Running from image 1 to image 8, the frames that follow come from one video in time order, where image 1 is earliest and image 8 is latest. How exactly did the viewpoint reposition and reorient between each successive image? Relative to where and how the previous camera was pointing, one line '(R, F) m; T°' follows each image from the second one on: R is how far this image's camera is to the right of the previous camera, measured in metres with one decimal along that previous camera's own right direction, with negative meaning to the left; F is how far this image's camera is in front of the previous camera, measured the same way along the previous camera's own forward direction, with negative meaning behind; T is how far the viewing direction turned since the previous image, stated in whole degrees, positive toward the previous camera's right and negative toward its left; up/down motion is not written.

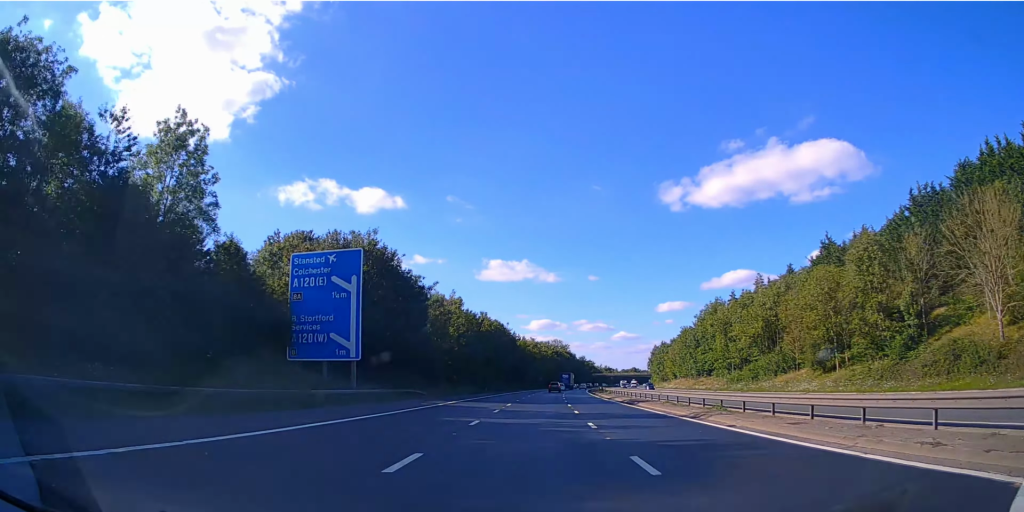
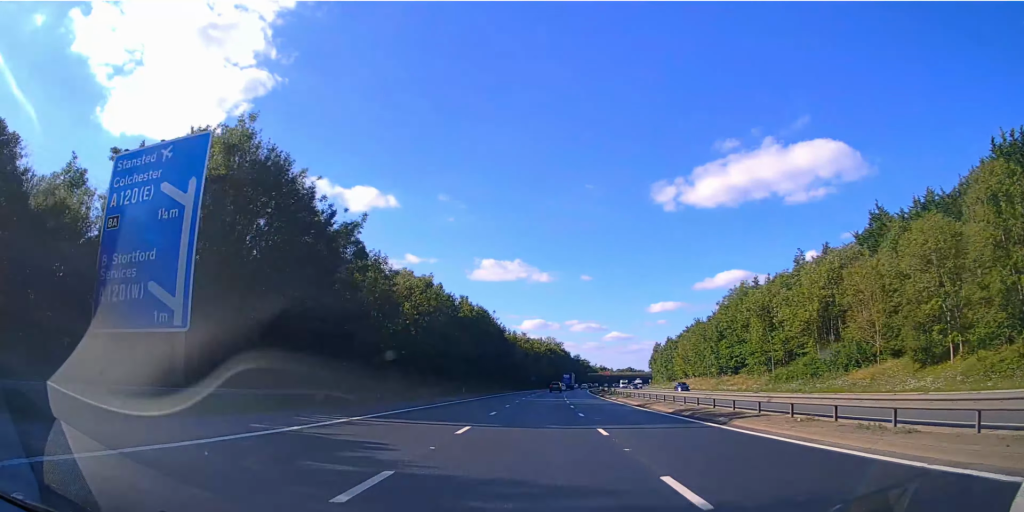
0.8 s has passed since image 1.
(+0.1, +17.0) m; +1°
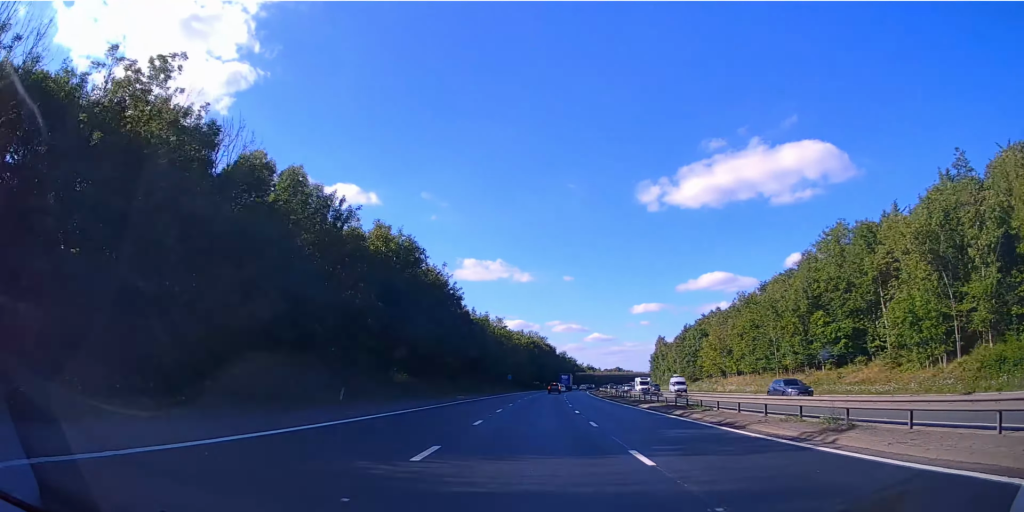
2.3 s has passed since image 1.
(+0.4, +37.5) m; +1°
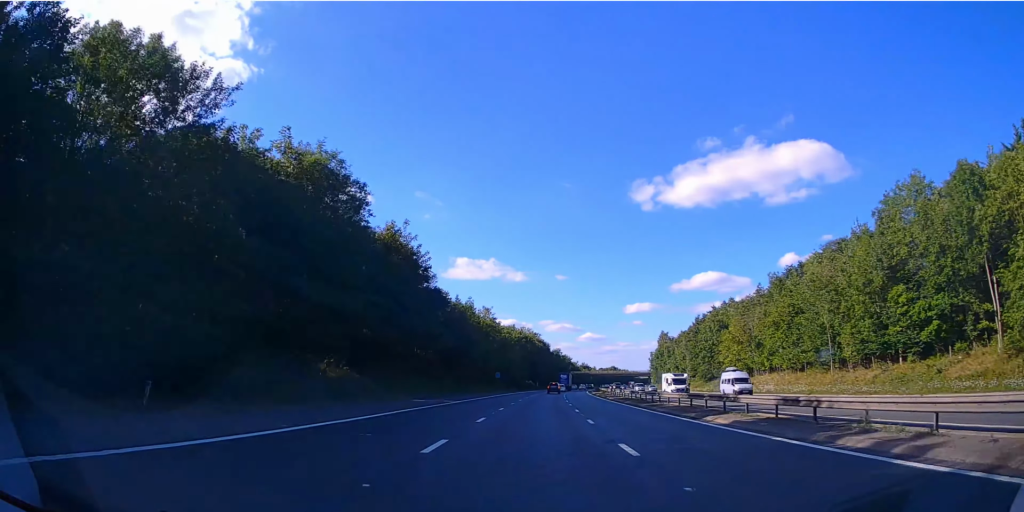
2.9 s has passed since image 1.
(0.0, +15.1) m; +1°
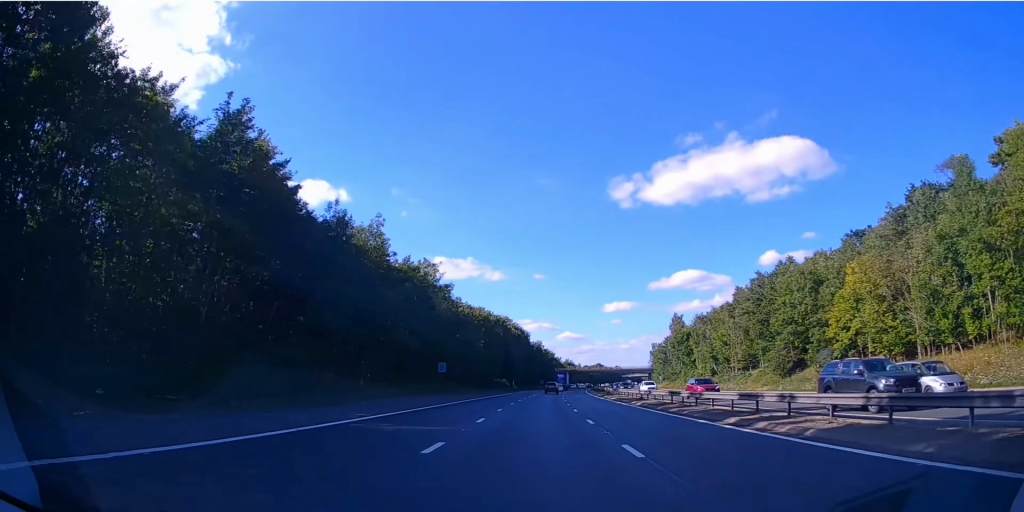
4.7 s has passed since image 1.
(+1.1, +45.2) m; +2°
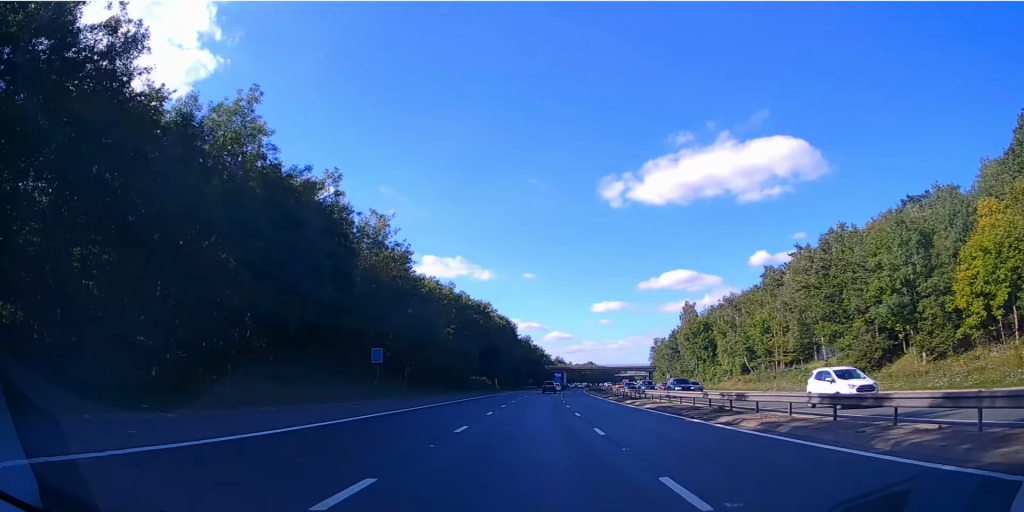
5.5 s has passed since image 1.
(+0.1, +22.8) m; +1°
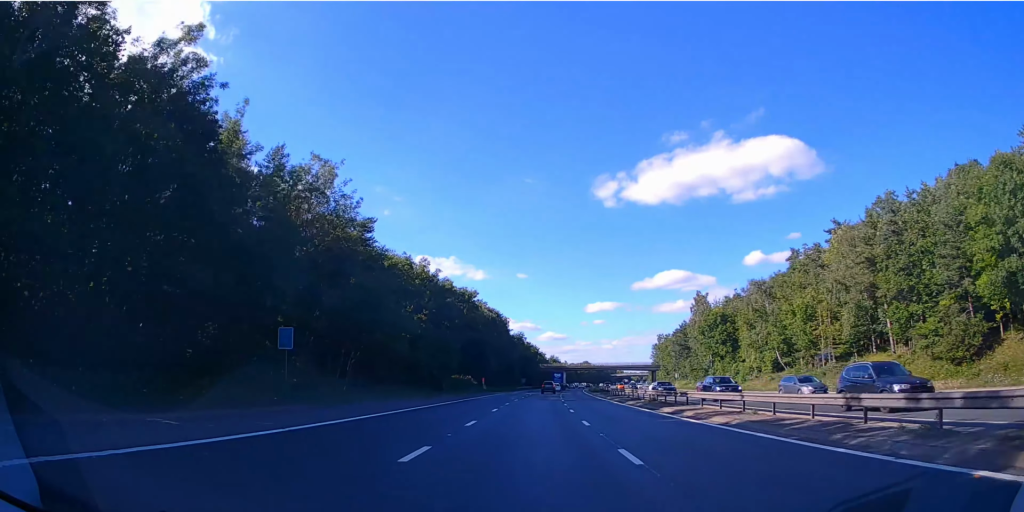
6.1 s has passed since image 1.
(0.0, +14.0) m; +1°
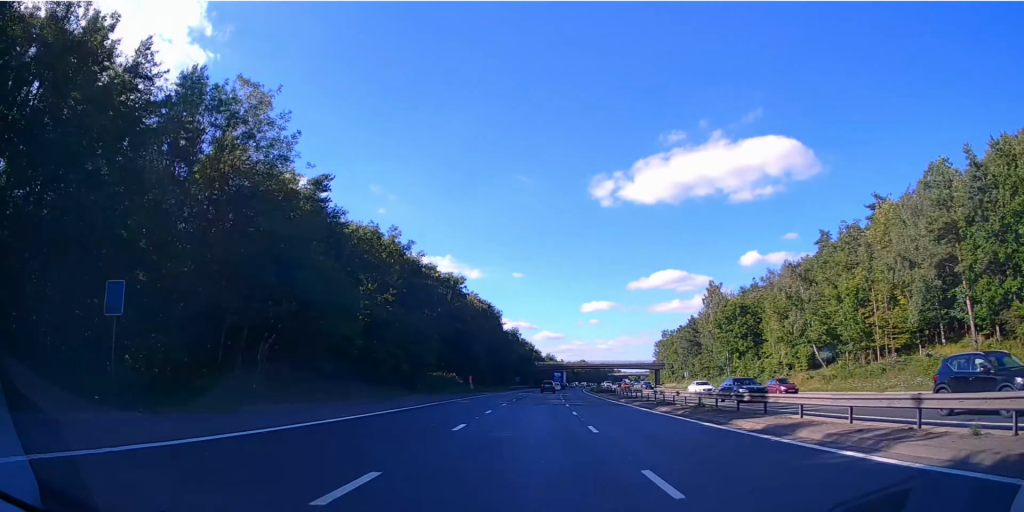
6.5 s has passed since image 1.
(+0.1, +12.1) m; +1°
